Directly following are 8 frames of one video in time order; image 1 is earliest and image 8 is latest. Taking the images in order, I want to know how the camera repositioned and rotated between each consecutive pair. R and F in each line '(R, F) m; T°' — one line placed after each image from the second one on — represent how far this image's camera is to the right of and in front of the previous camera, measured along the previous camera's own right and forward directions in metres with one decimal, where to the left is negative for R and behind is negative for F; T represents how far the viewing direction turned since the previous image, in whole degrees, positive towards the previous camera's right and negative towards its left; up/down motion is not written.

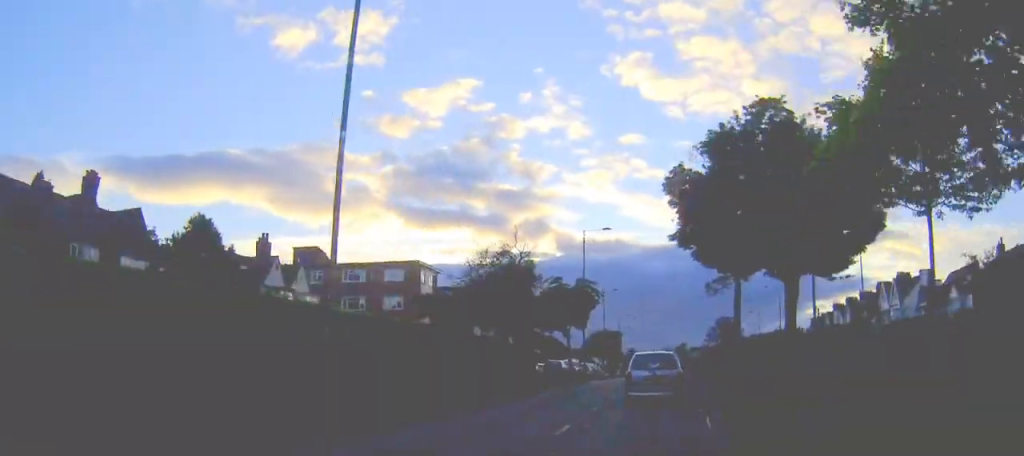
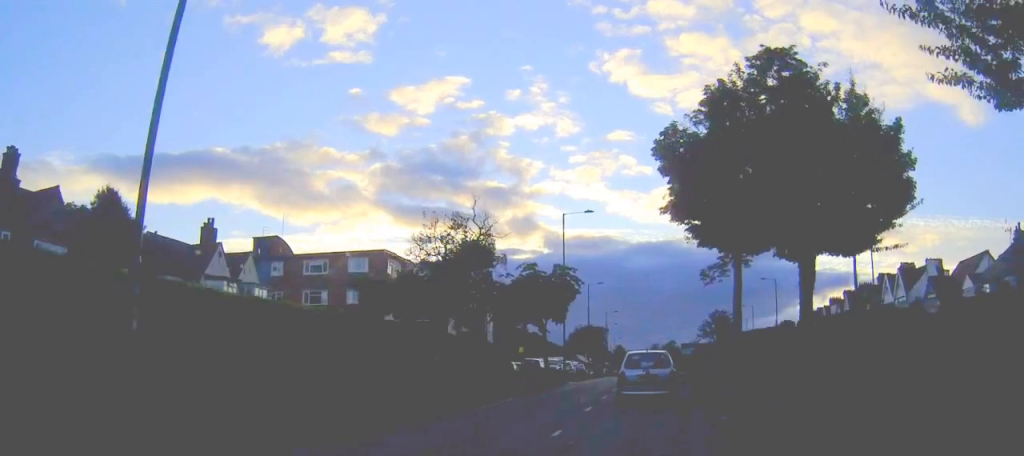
(0.0, +6.3) m; 0°
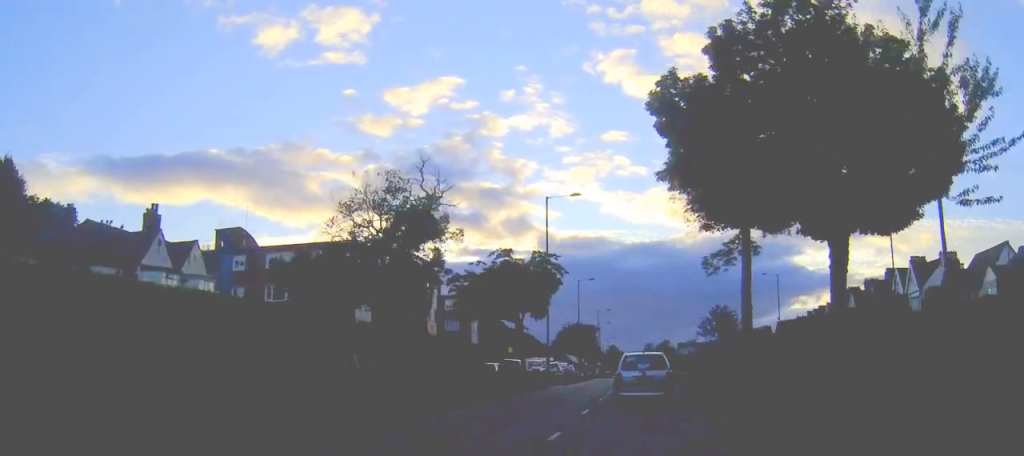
(0.0, +6.1) m; 0°
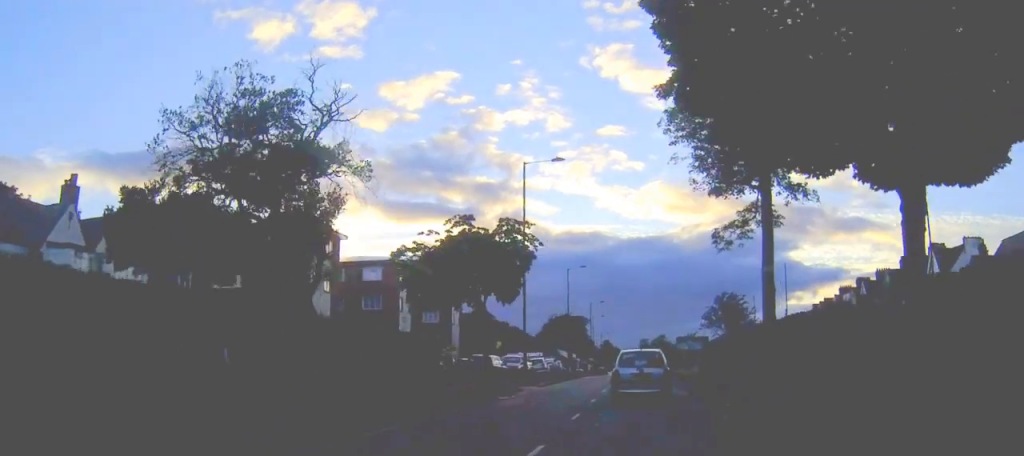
(0.0, +7.8) m; 0°
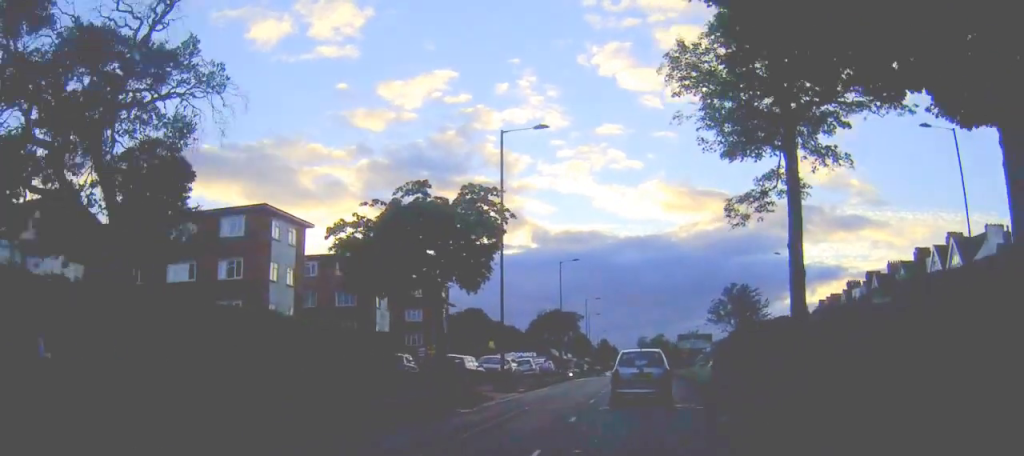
(0.0, +6.0) m; 0°
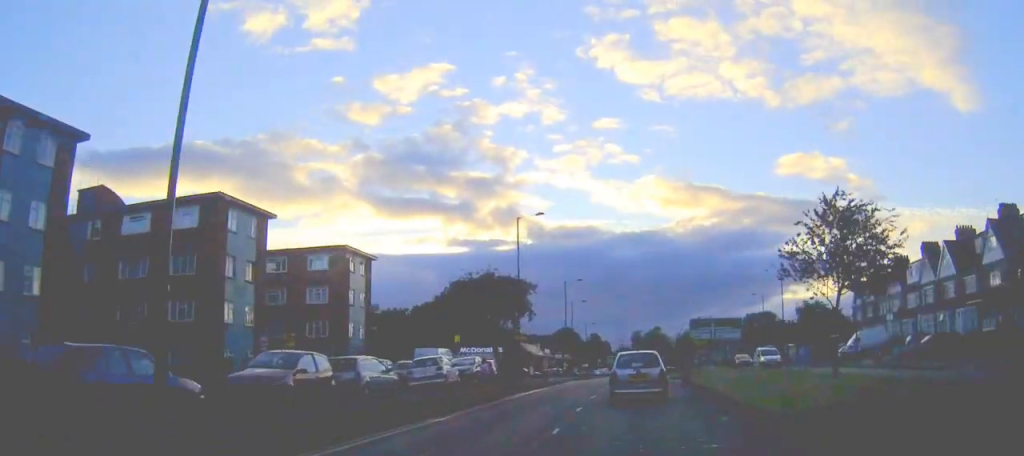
(0.0, +25.0) m; 0°
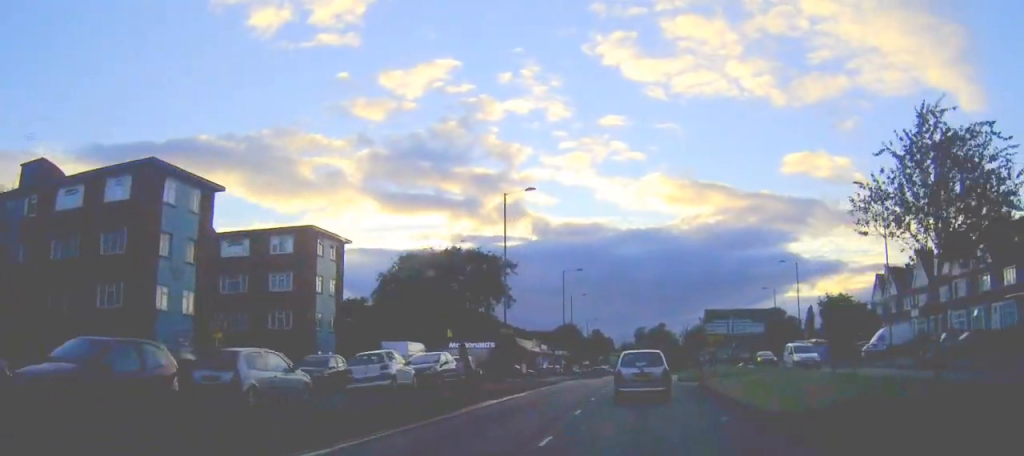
(0.0, +7.4) m; 0°
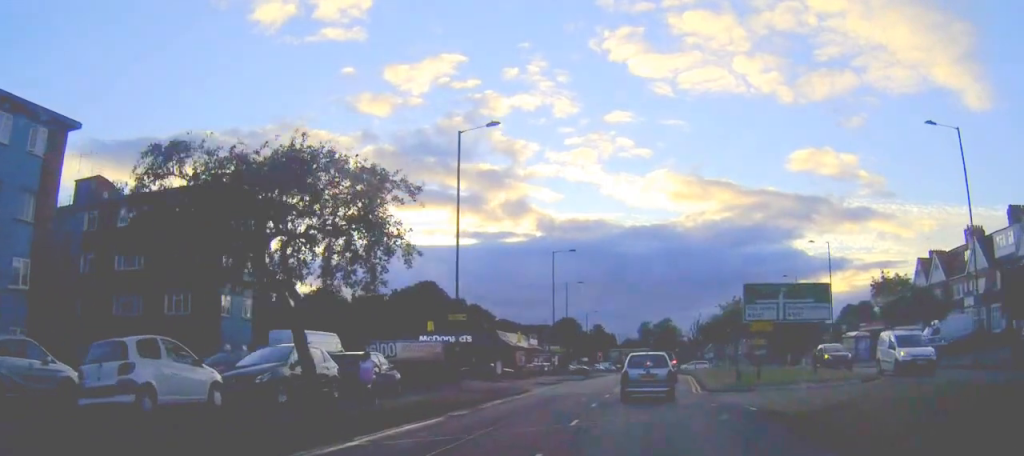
(0.0, +13.8) m; +1°
